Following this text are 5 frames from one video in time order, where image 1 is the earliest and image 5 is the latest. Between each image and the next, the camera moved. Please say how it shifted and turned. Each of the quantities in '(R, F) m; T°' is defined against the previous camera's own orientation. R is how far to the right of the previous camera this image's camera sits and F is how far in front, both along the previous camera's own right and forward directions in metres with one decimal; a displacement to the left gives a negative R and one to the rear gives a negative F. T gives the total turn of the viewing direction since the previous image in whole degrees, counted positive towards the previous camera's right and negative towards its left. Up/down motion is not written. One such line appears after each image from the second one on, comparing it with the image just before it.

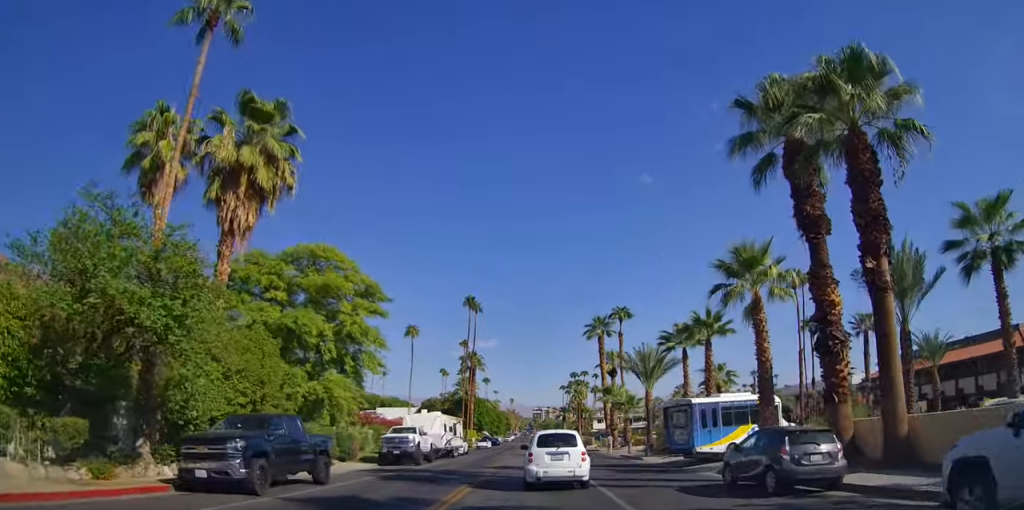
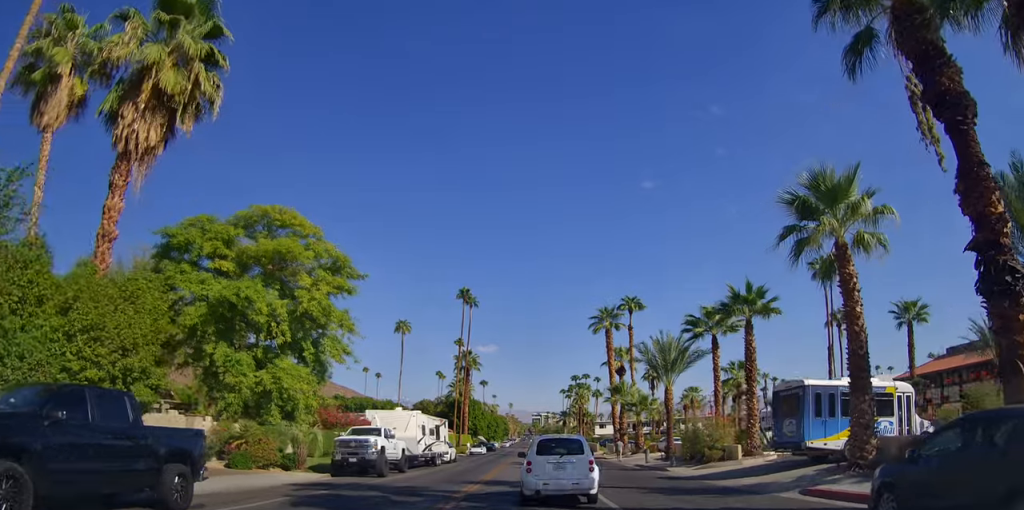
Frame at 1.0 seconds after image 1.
(-0.1, +8.4) m; -3°
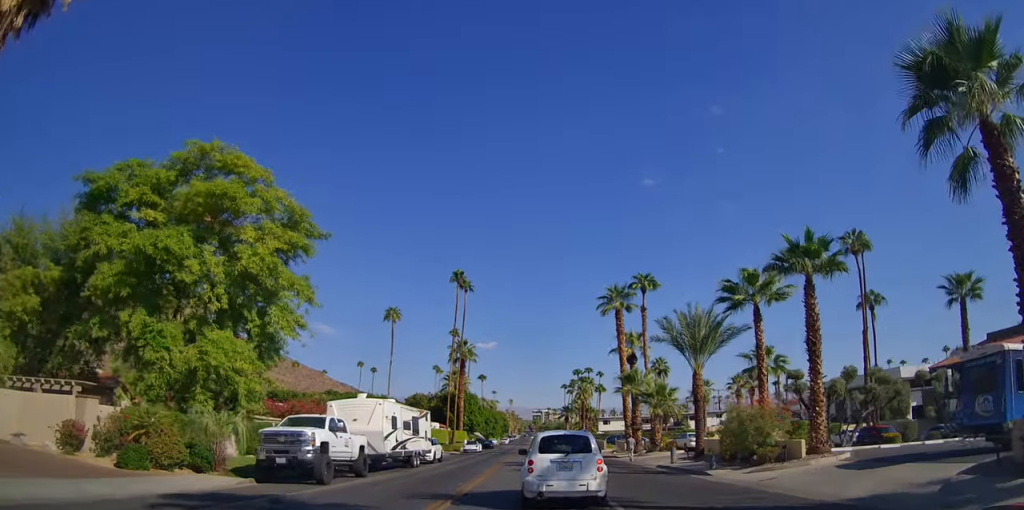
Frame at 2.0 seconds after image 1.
(-0.3, +8.3) m; +1°
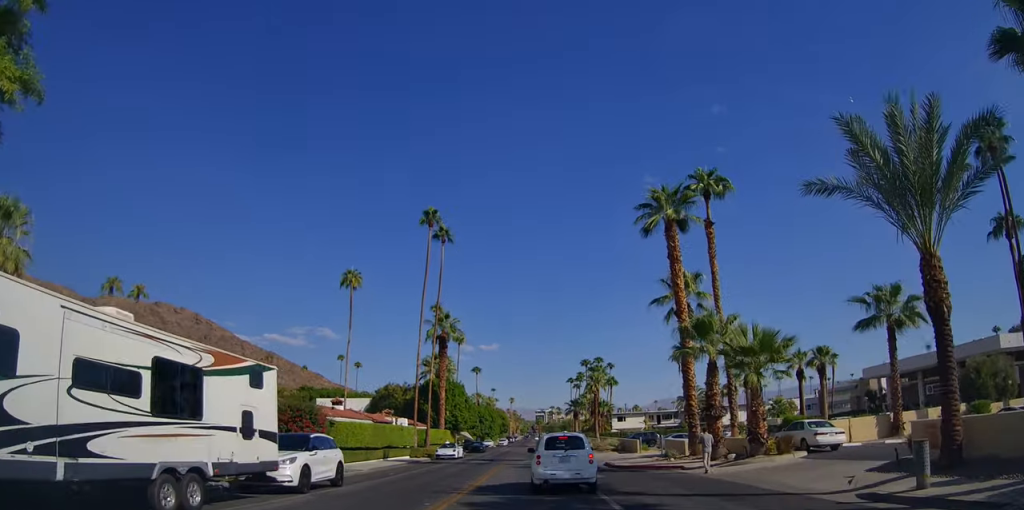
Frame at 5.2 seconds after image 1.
(+1.6, +20.8) m; +2°
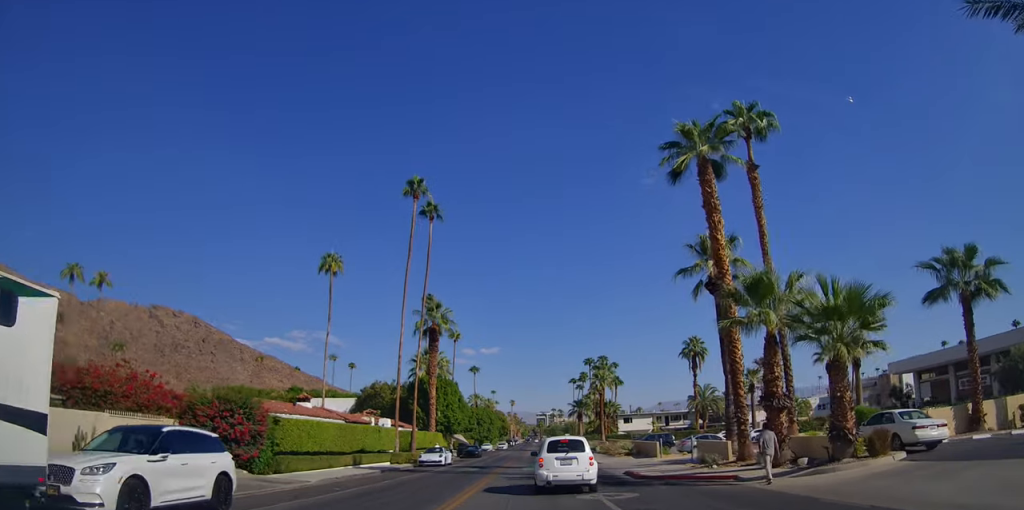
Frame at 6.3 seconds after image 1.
(0.0, +6.4) m; 0°
